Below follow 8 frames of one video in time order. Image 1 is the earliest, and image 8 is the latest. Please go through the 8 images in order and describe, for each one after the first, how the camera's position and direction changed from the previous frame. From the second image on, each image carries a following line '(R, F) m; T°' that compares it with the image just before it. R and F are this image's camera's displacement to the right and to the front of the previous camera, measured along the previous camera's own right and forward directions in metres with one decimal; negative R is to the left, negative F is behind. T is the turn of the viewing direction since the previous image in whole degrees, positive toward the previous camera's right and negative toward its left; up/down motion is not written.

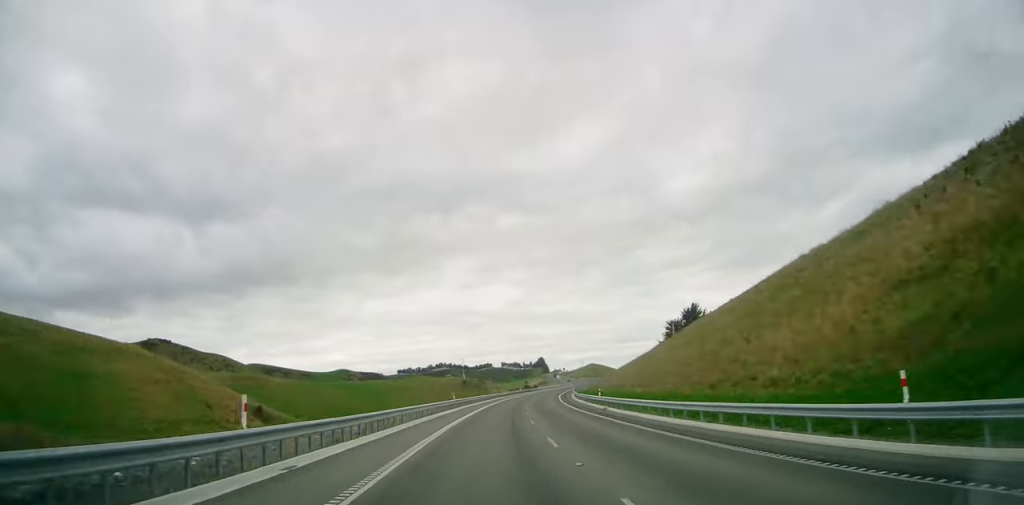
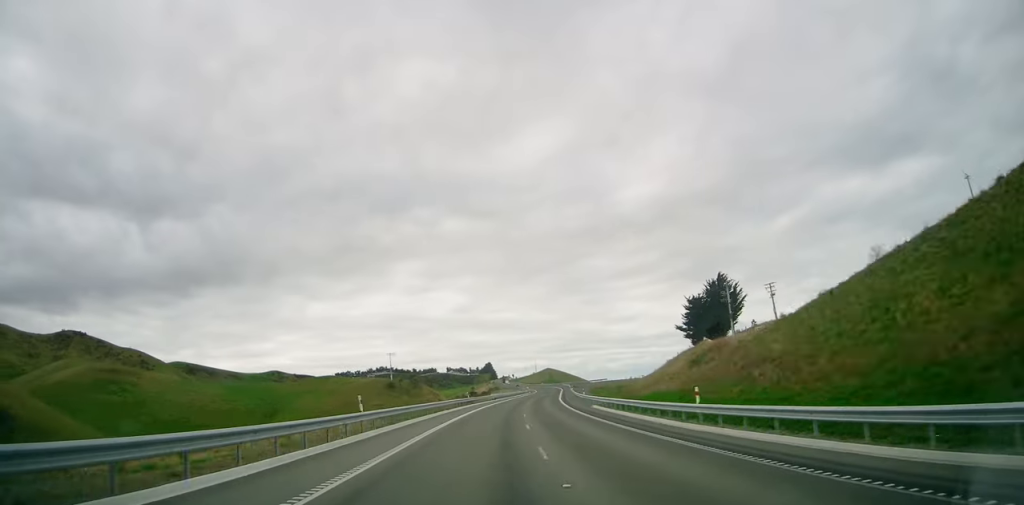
(+2.5, +61.4) m; +5°
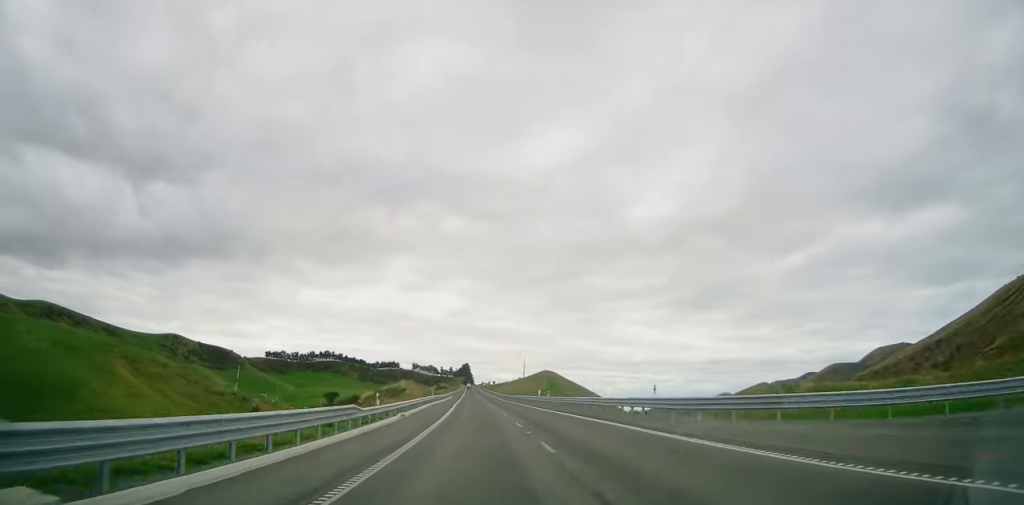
(+7.6, +211.4) m; -2°
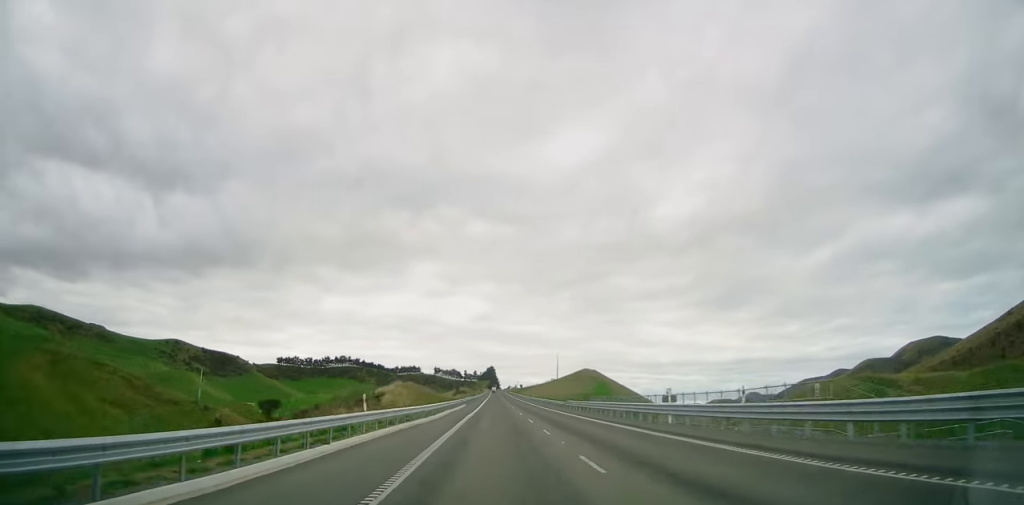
(-1.9, +43.5) m; -2°
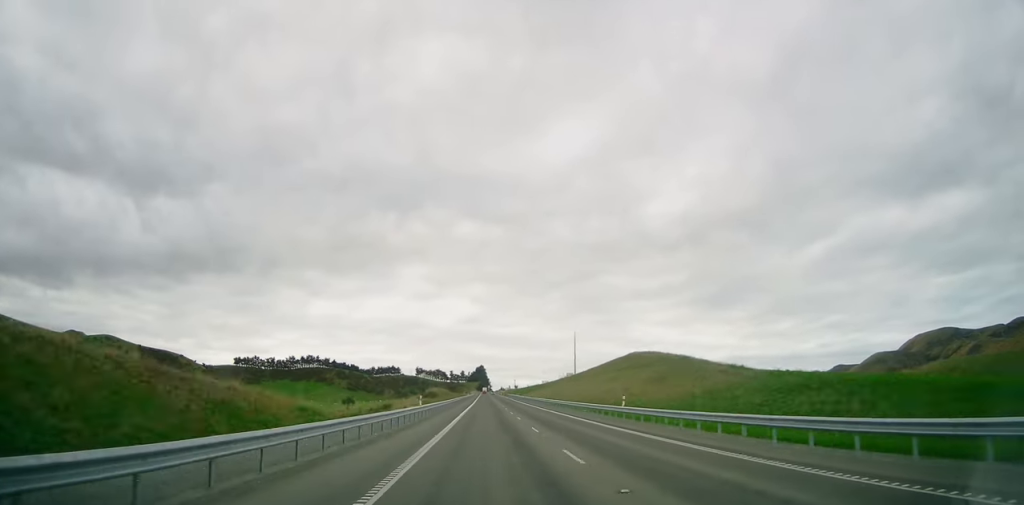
(+0.9, +89.3) m; +1°
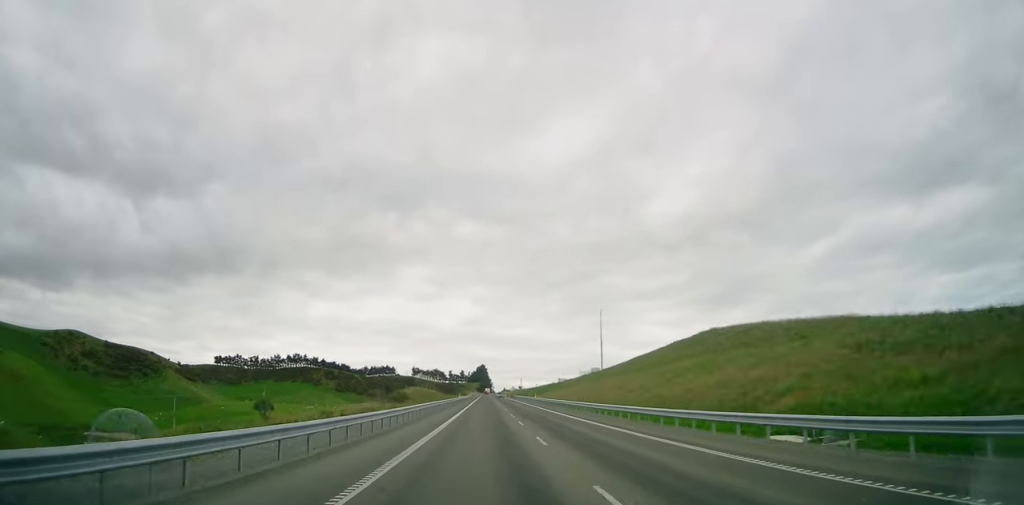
(+0.1, +45.7) m; 0°
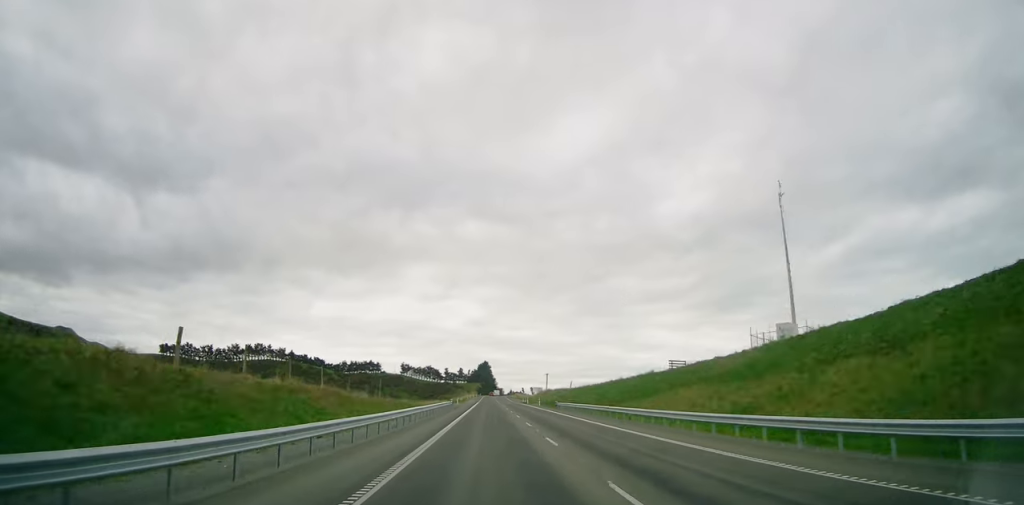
(+0.1, +99.2) m; 0°
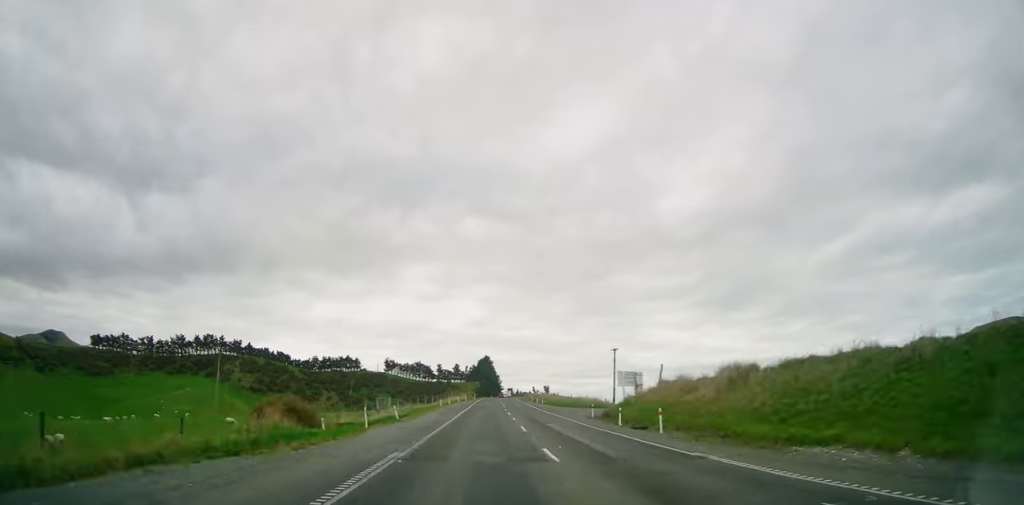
(-0.6, +84.4) m; 0°
